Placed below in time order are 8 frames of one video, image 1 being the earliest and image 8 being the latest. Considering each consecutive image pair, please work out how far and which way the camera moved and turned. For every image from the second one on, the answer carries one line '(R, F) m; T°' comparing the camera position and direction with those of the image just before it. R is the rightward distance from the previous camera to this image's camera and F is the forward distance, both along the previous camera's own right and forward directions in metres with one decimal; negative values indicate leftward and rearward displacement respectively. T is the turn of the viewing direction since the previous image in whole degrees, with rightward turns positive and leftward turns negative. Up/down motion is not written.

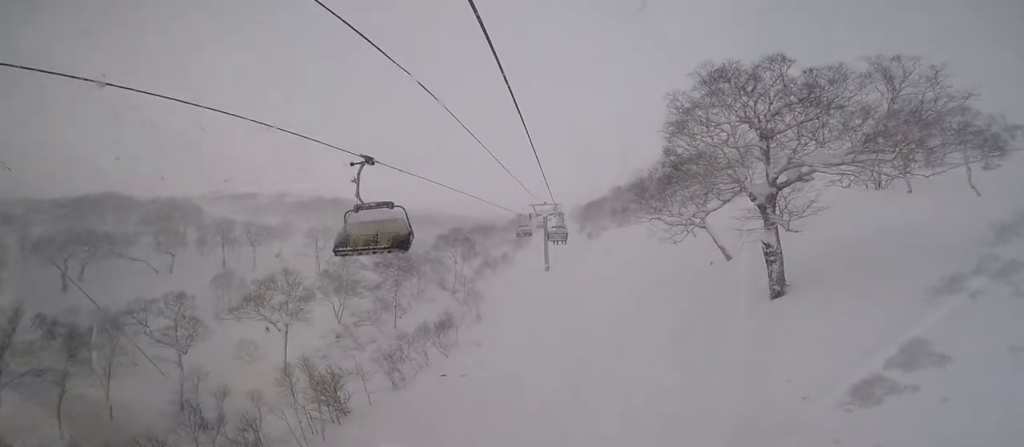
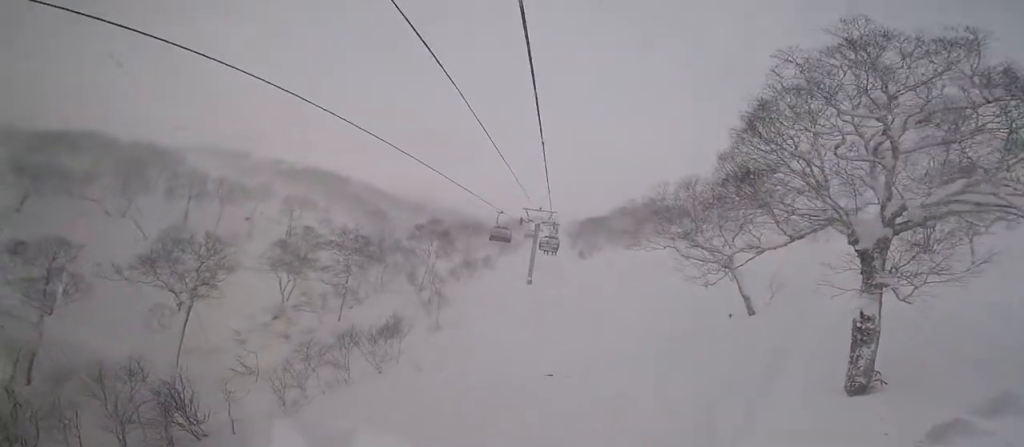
(-0.3, +6.6) m; -3°
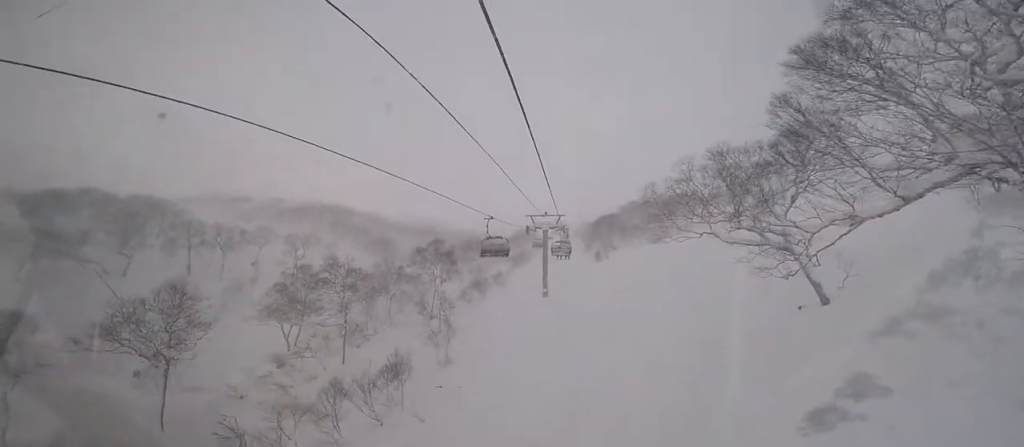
(0.0, +4.5) m; 0°
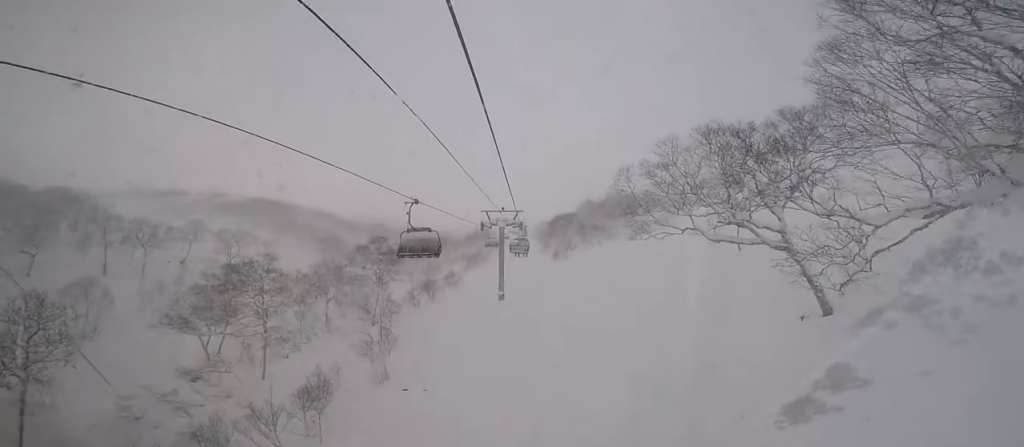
(0.0, +4.2) m; +4°
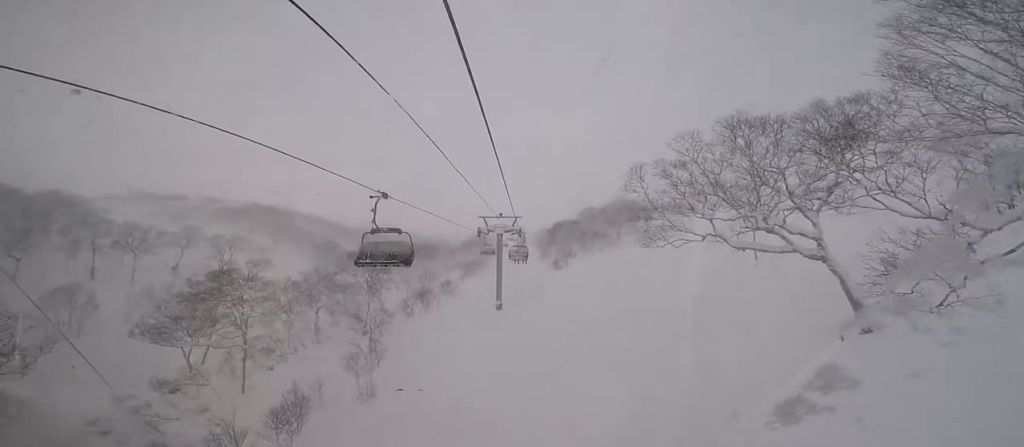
(+0.1, +2.1) m; +7°
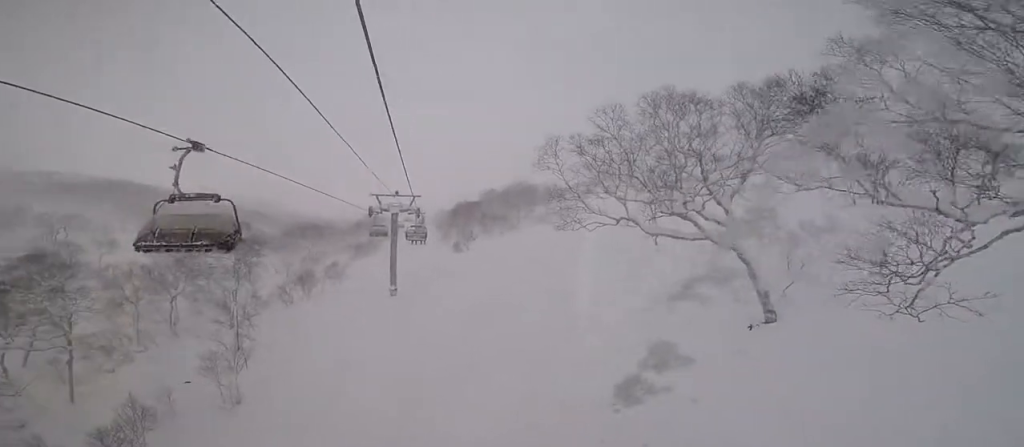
(0.0, +2.2) m; +10°
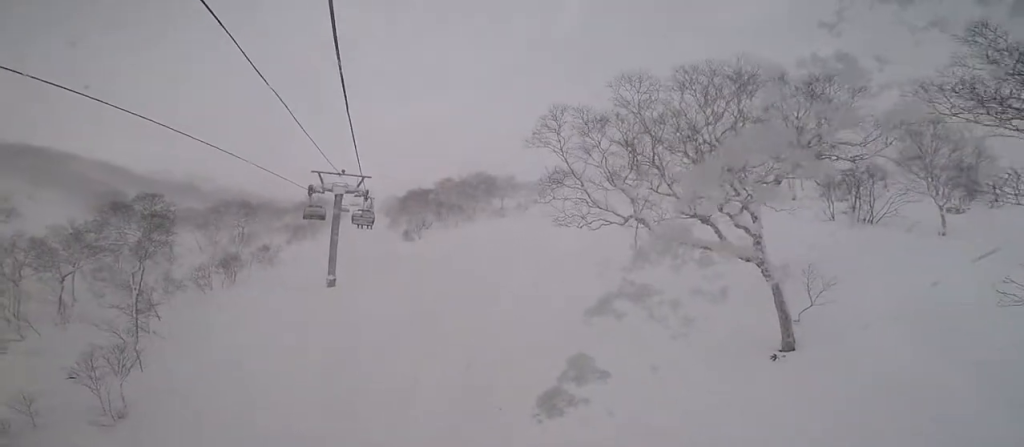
(+0.7, +3.8) m; -2°
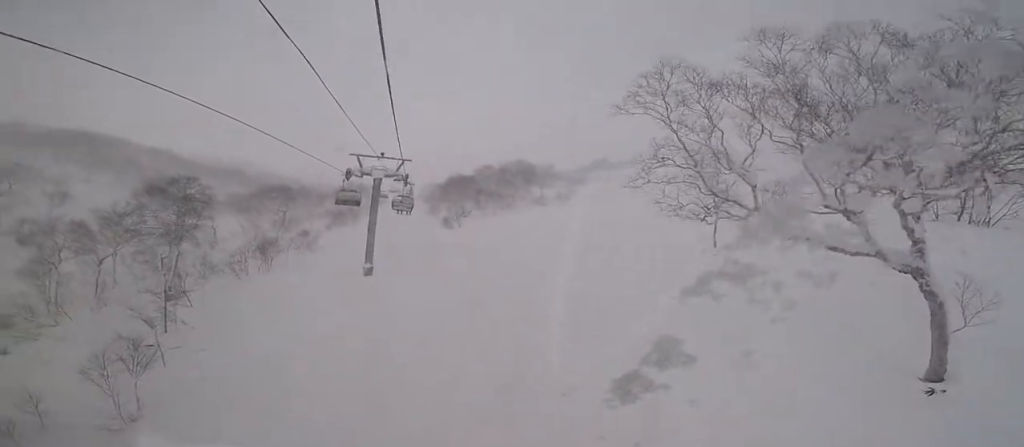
(-0.5, +3.0) m; -10°
